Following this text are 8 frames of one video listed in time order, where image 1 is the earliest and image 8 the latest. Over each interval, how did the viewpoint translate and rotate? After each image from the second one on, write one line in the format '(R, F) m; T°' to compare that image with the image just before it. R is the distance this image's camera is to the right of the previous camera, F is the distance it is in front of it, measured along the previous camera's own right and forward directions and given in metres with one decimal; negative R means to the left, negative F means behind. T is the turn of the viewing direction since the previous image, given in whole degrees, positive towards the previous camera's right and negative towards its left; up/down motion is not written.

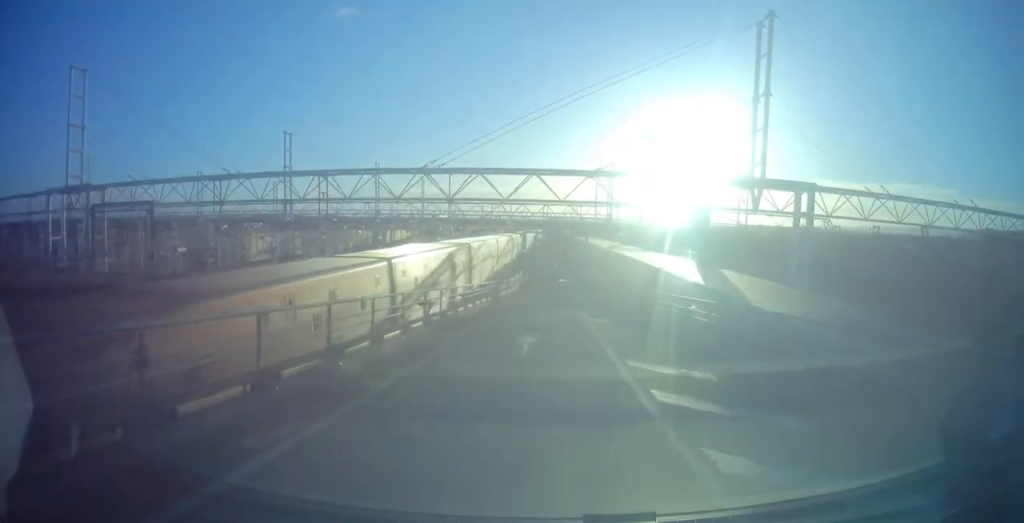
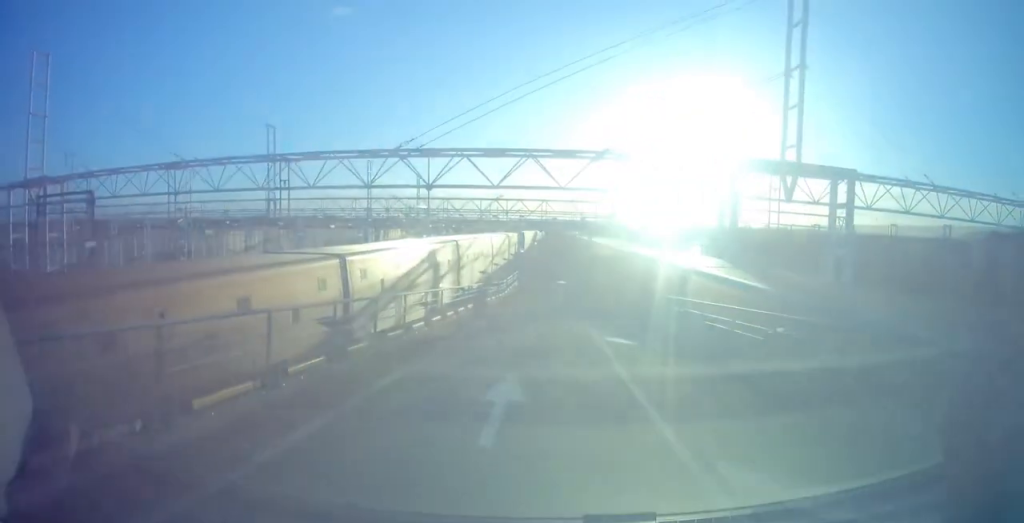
(+0.2, +6.1) m; +1°
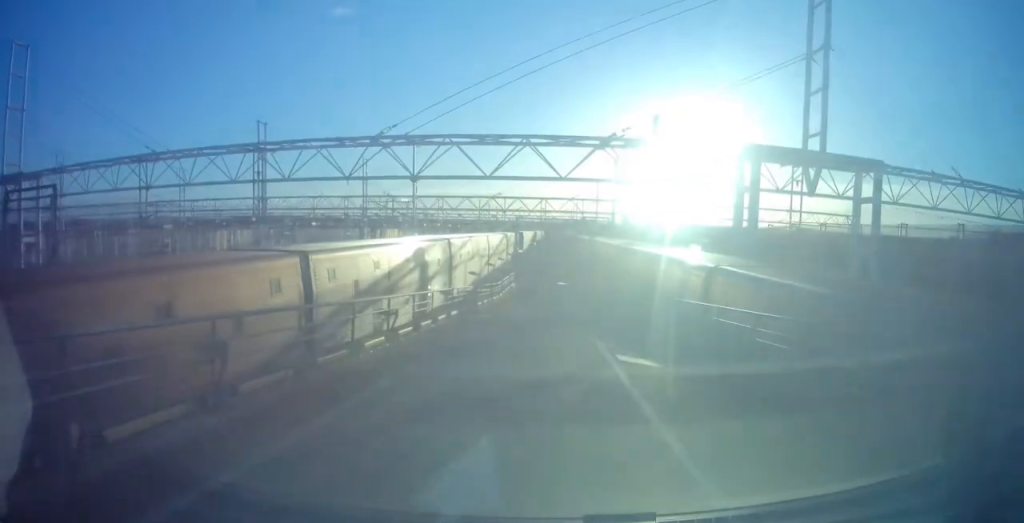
(+0.1, +3.3) m; -2°
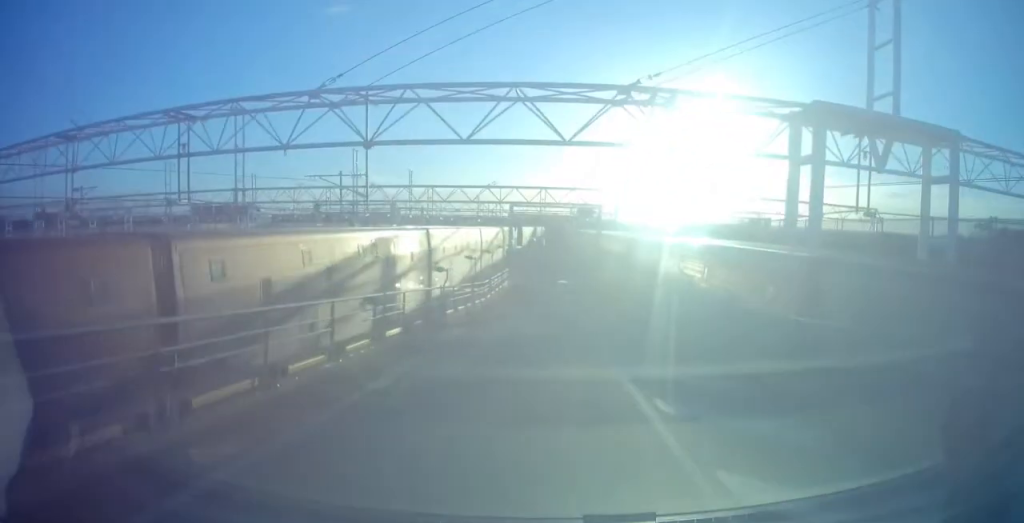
(-0.3, +7.4) m; -2°
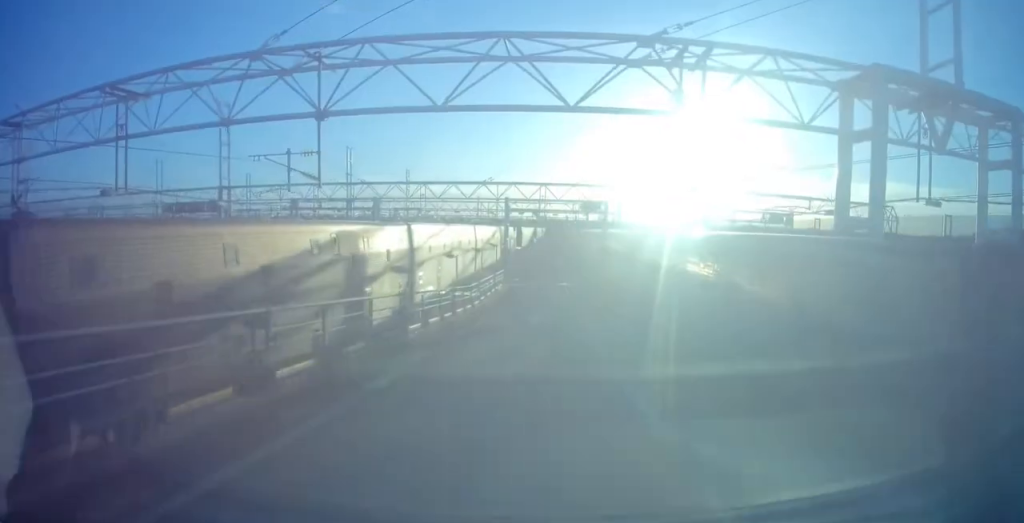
(0.0, +4.6) m; +2°
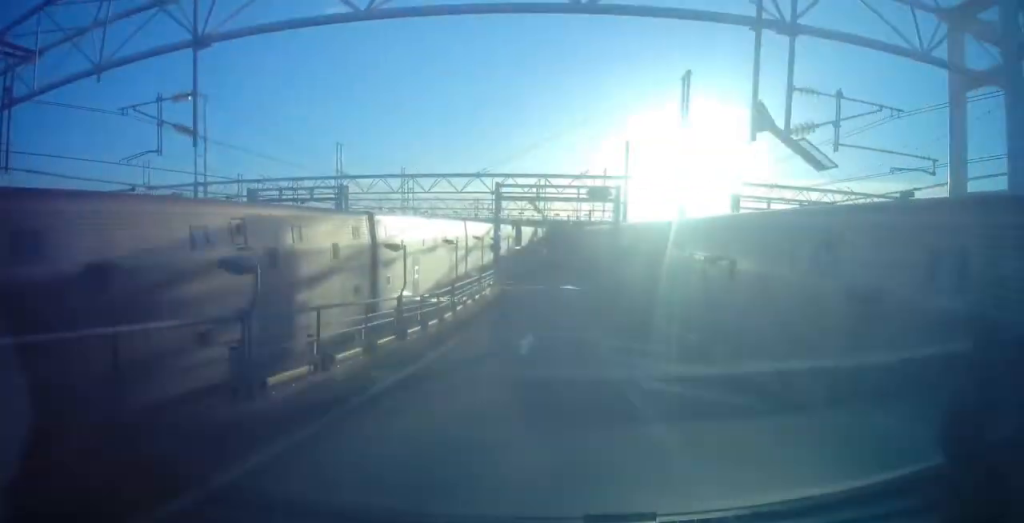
(+0.3, +6.6) m; +2°
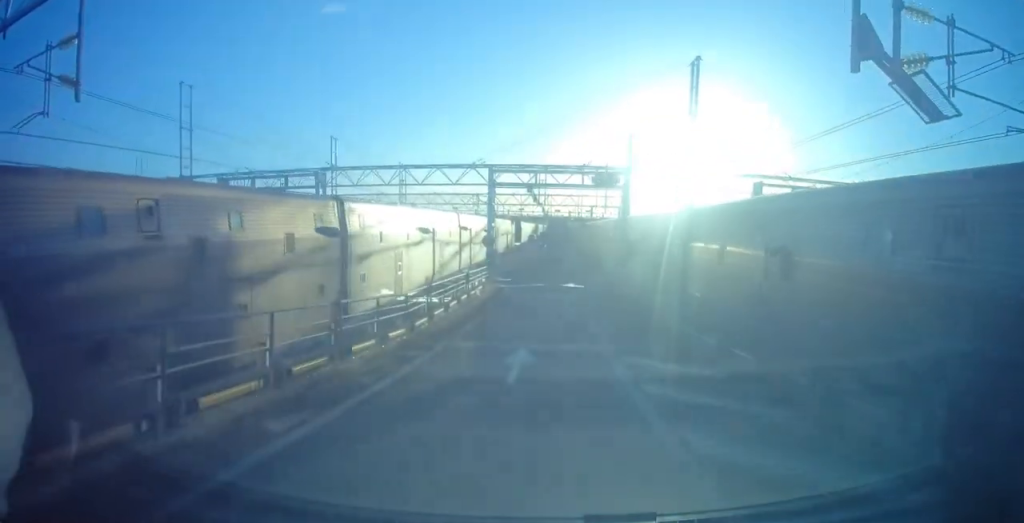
(0.0, +3.7) m; -3°
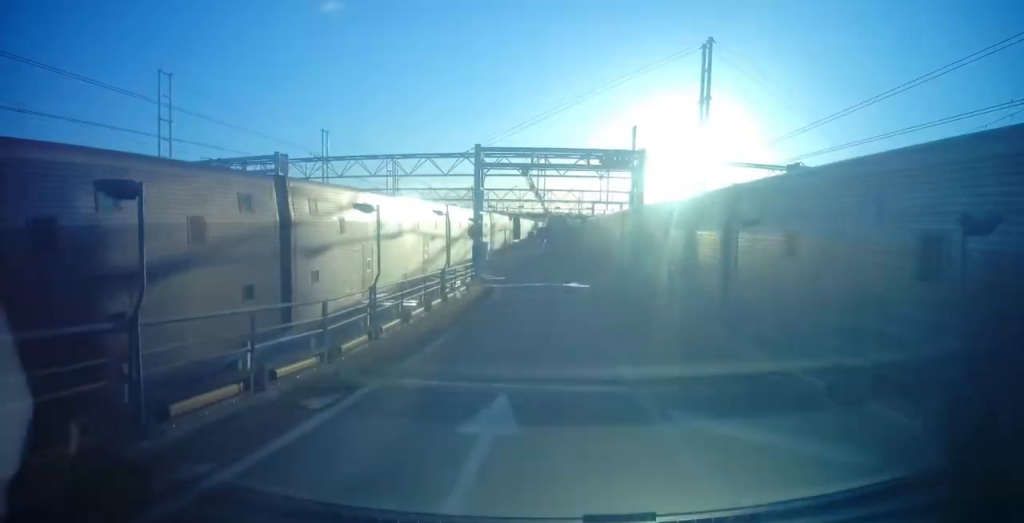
(-0.2, +4.9) m; -2°
